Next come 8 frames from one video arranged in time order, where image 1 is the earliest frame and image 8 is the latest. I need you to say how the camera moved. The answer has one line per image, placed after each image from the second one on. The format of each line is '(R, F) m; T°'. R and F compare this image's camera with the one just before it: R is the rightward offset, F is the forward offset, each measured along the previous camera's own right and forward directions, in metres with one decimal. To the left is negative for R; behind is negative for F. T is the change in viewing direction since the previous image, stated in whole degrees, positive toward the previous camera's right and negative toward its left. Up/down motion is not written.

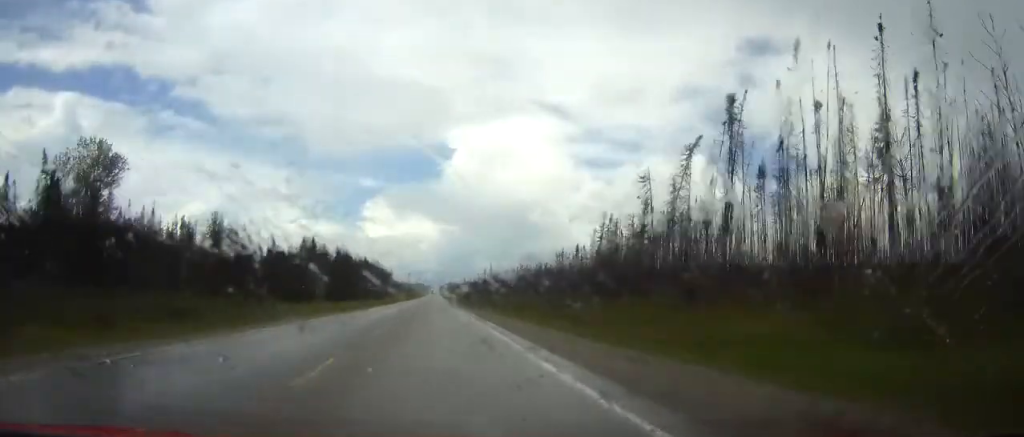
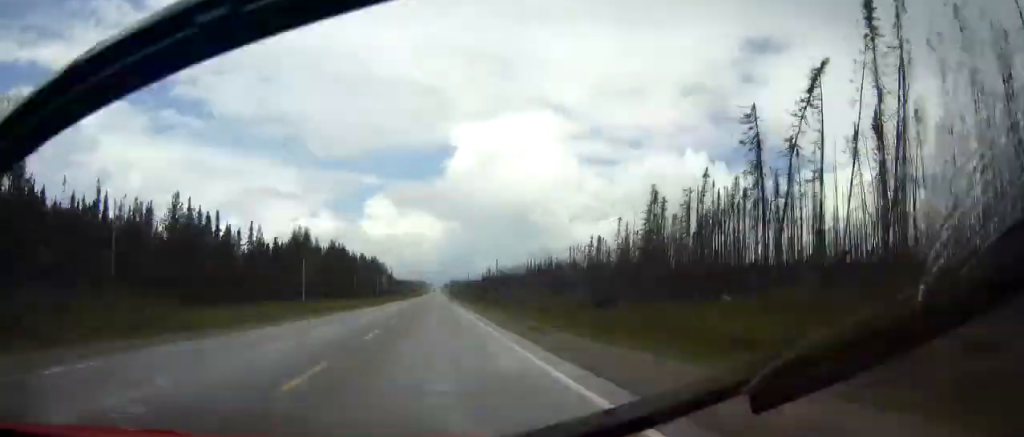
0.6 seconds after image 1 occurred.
(0.0, +19.0) m; 0°
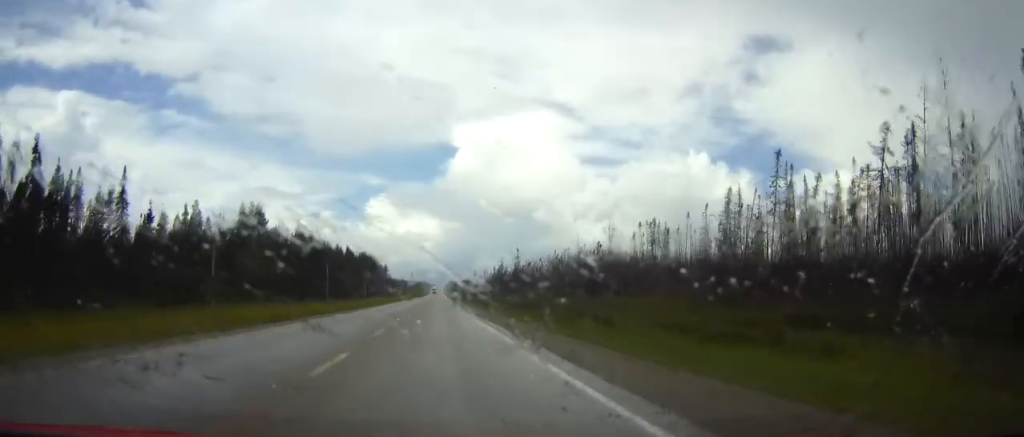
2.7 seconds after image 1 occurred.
(-0.5, +61.6) m; 0°
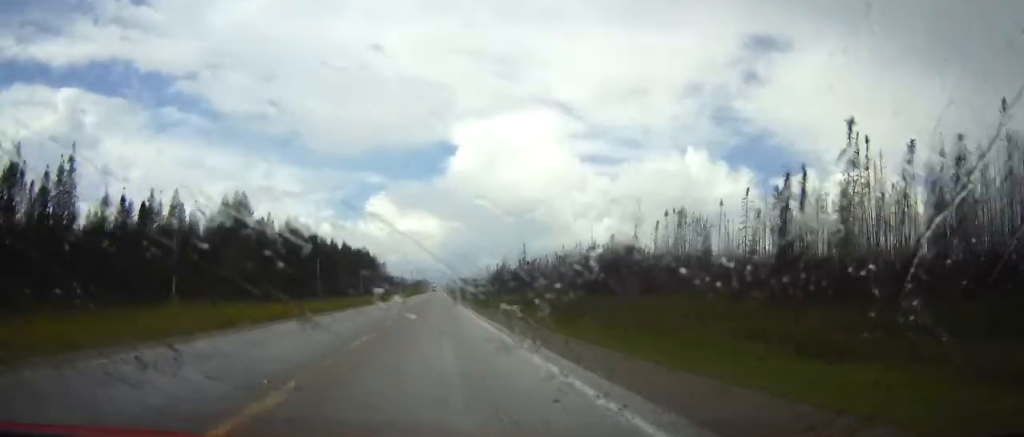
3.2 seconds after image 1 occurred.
(0.0, +13.8) m; 0°
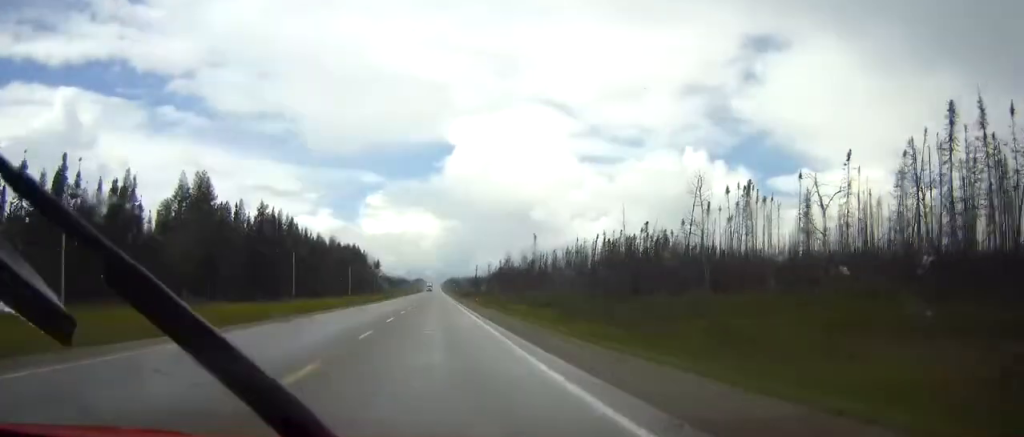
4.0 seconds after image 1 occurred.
(0.0, +24.5) m; 0°
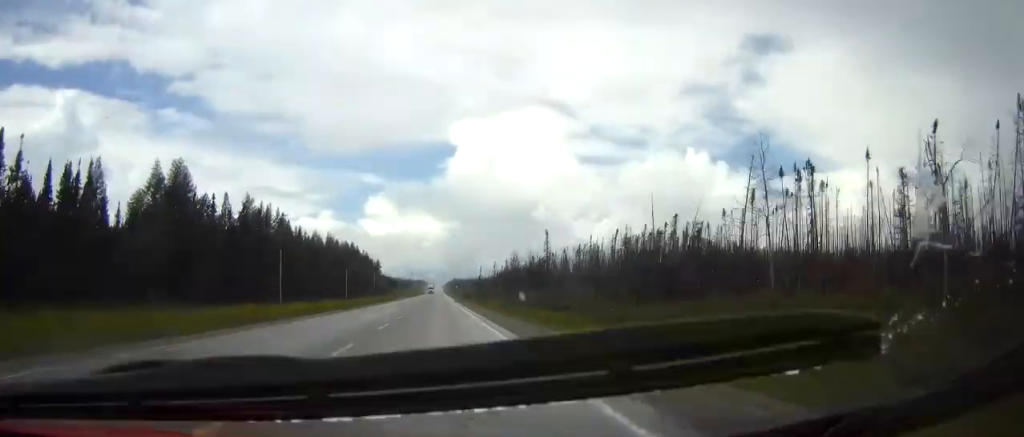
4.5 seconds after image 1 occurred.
(+0.1, +13.6) m; 0°
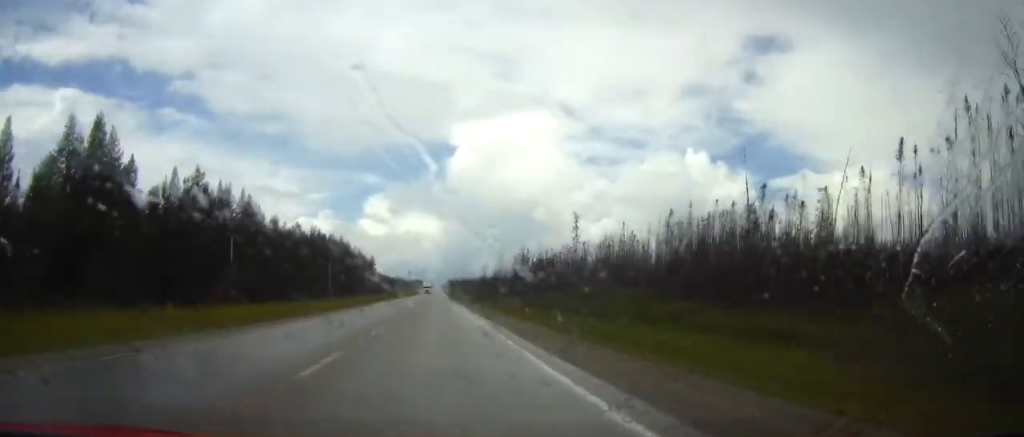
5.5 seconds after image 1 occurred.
(0.0, +30.2) m; 0°
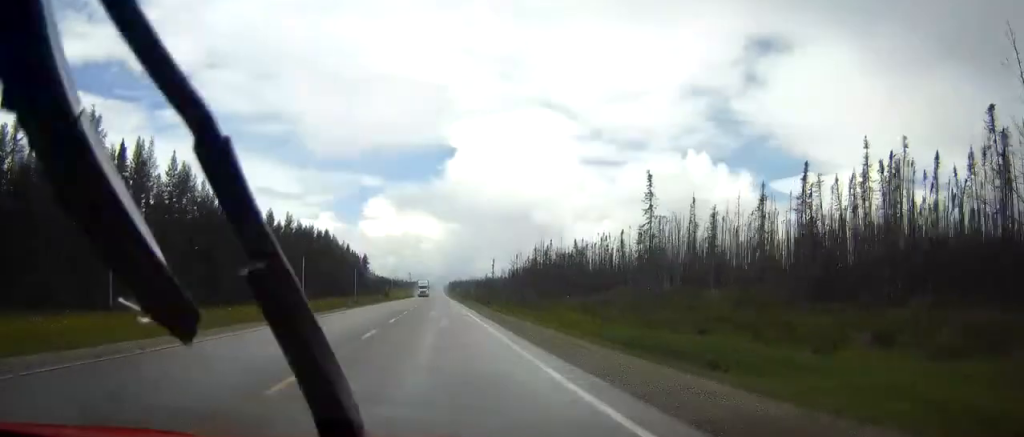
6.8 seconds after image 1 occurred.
(-0.1, +37.9) m; 0°
